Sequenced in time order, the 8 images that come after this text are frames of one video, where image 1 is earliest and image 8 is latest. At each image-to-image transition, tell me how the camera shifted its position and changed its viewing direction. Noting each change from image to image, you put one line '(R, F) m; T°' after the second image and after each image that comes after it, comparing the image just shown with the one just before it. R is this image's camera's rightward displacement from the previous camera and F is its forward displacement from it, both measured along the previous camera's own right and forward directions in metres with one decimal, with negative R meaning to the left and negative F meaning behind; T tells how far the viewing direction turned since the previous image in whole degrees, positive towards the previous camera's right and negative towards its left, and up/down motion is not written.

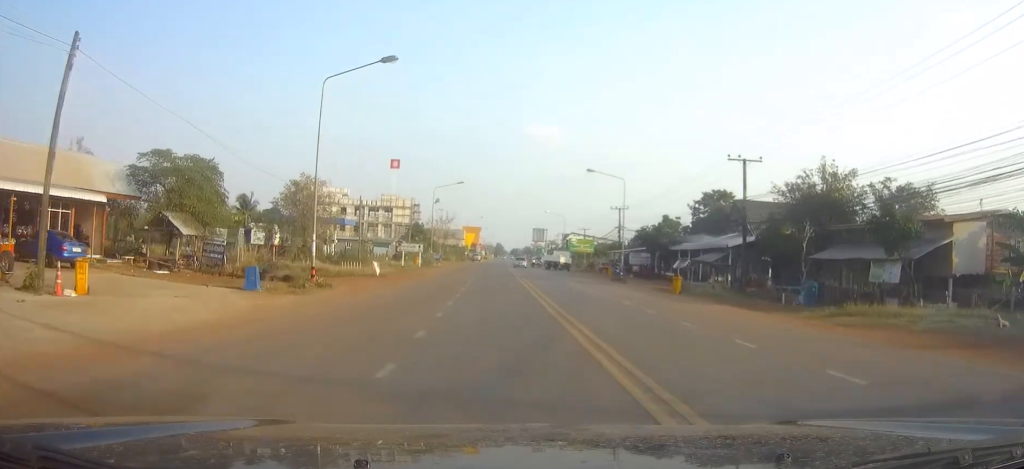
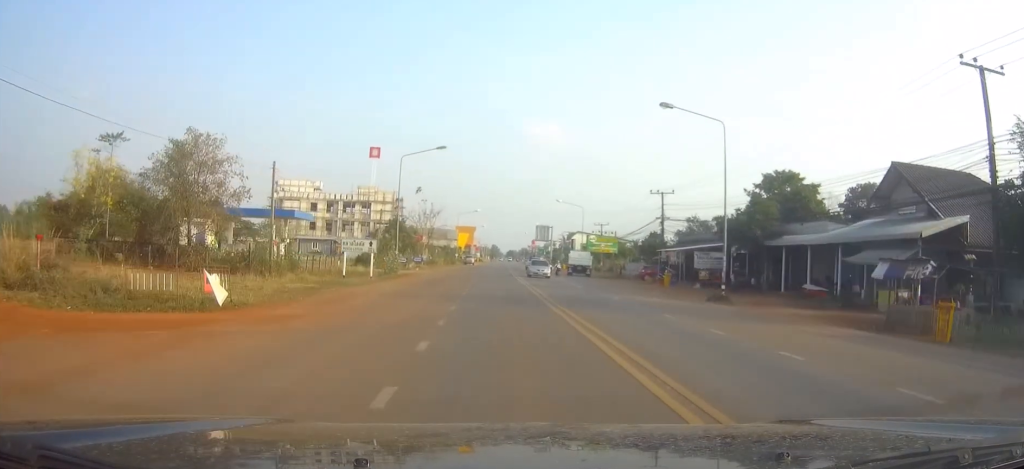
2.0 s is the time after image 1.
(-0.7, +26.3) m; -2°
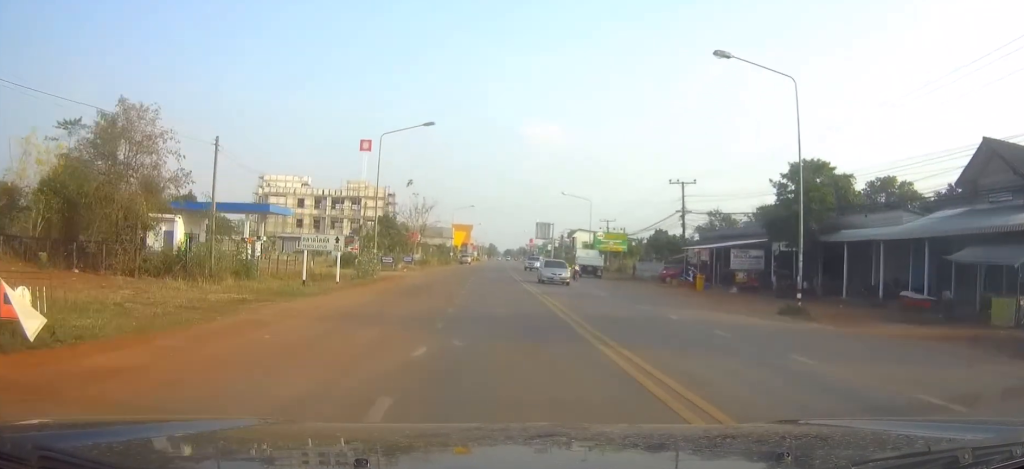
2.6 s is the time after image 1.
(0.0, +8.2) m; 0°
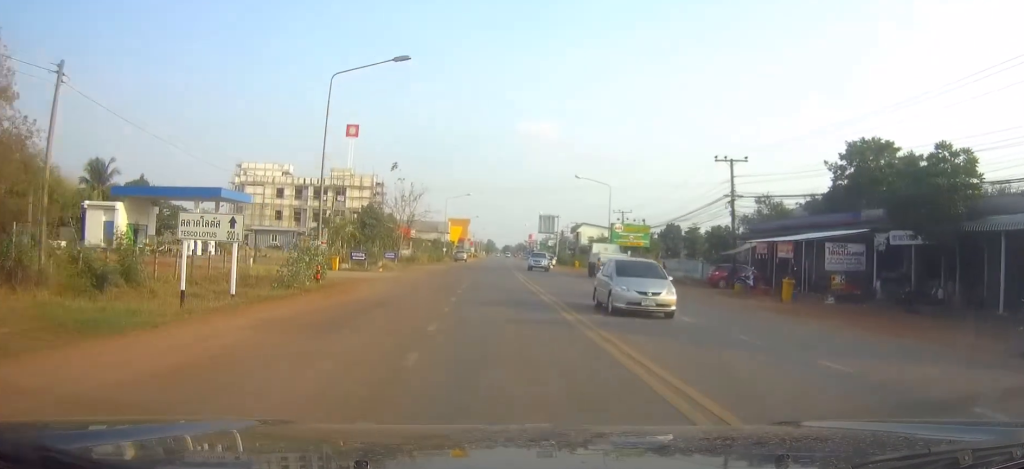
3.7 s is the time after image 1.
(+0.1, +13.3) m; 0°
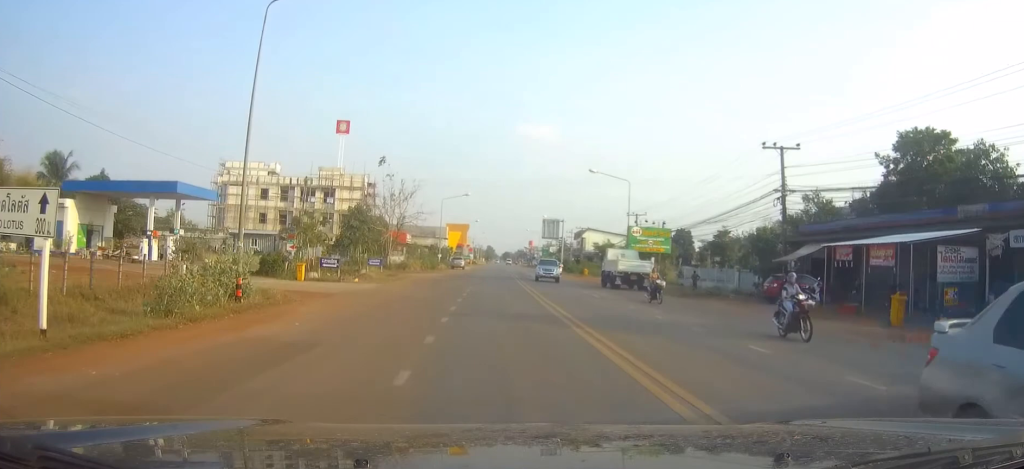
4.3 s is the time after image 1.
(-0.1, +8.6) m; 0°
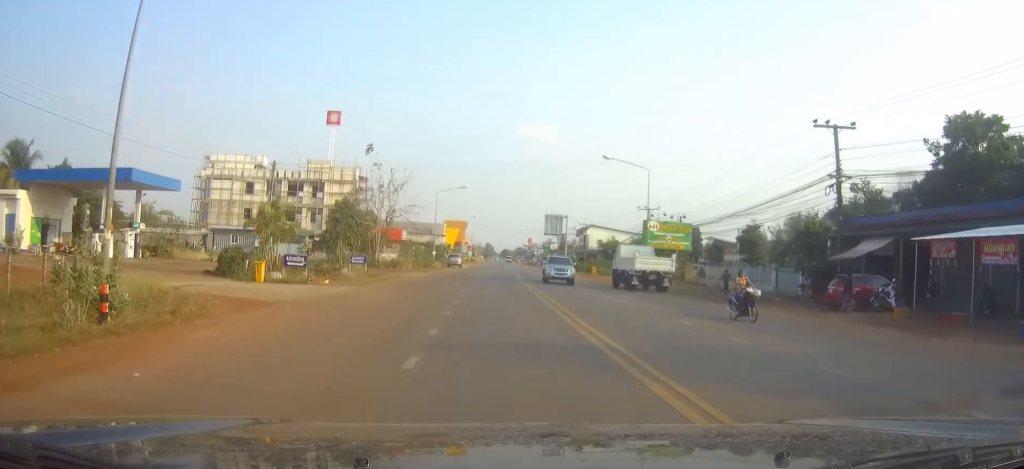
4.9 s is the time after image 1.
(+0.1, +7.3) m; +1°
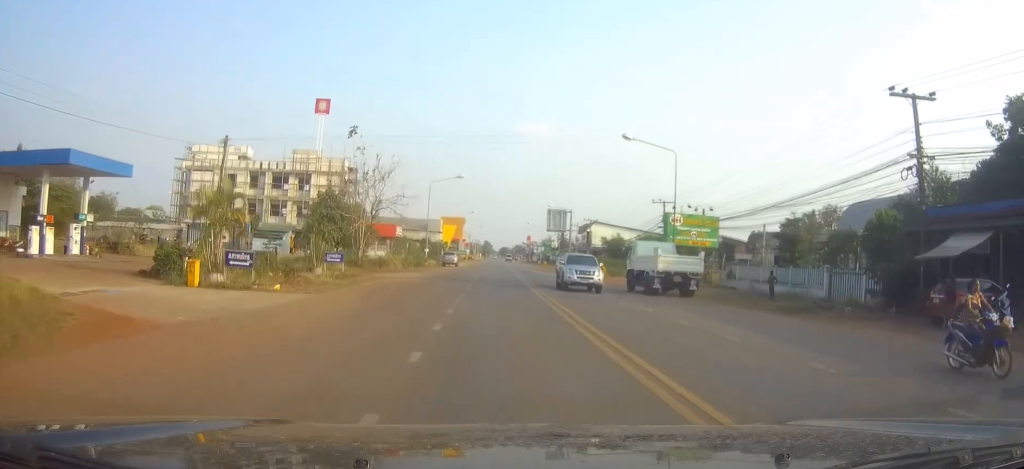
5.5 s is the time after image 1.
(0.0, +7.4) m; +1°
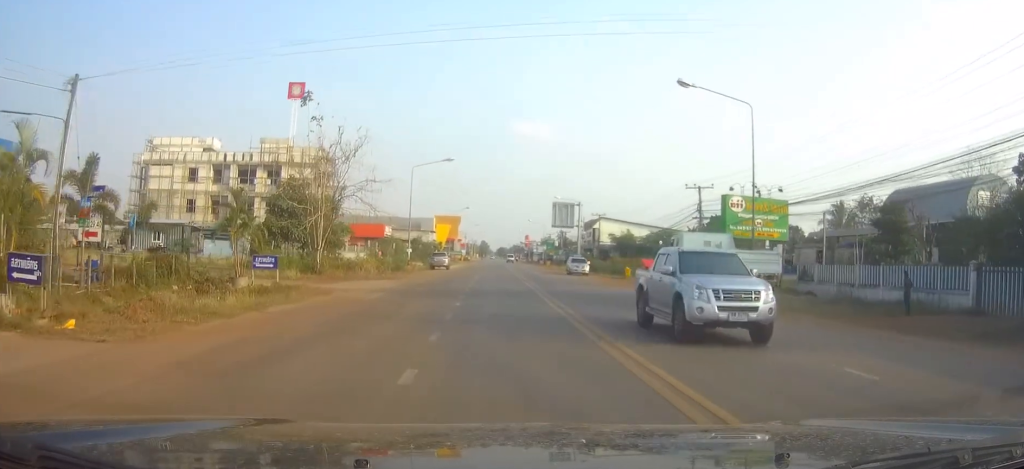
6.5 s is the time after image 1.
(+0.2, +13.6) m; +1°
